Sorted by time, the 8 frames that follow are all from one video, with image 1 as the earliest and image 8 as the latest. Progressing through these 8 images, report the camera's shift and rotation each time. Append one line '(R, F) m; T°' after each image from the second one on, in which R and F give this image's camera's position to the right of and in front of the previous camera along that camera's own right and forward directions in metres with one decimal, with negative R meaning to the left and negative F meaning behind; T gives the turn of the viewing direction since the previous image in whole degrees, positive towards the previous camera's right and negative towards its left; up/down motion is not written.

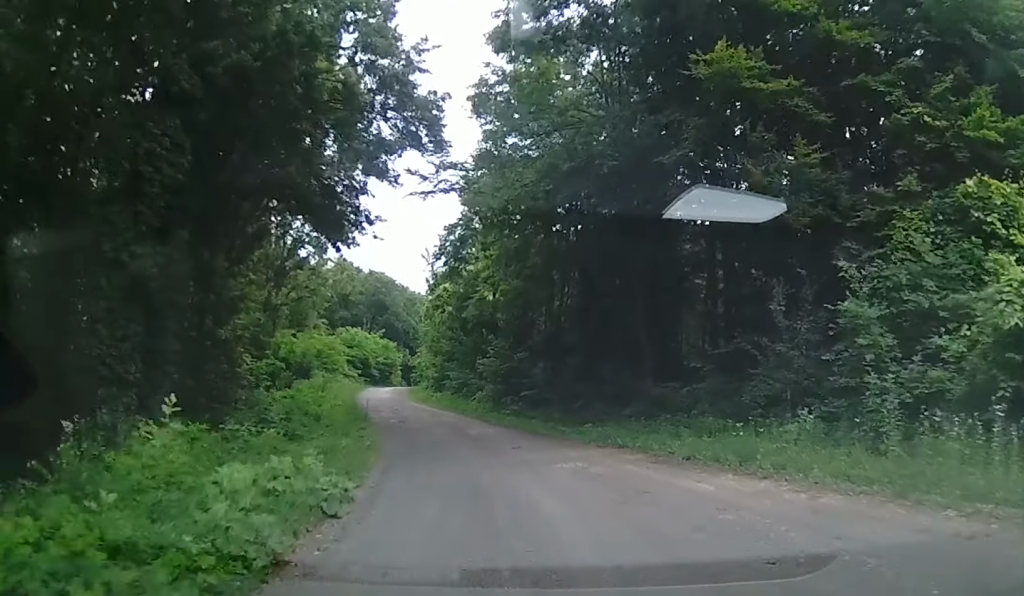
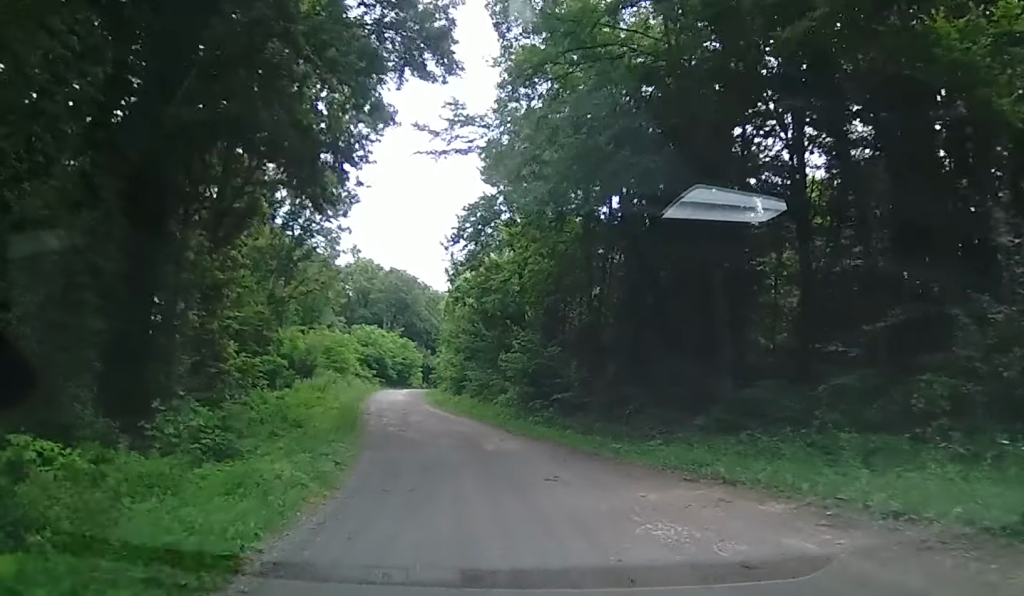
(-0.2, +6.2) m; -2°
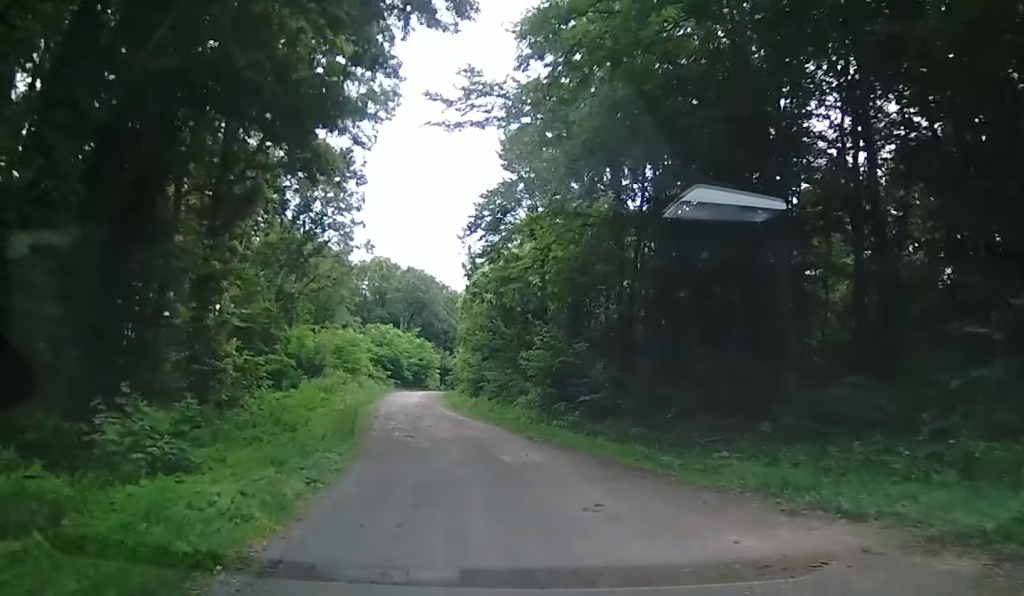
(-0.2, +2.9) m; 0°
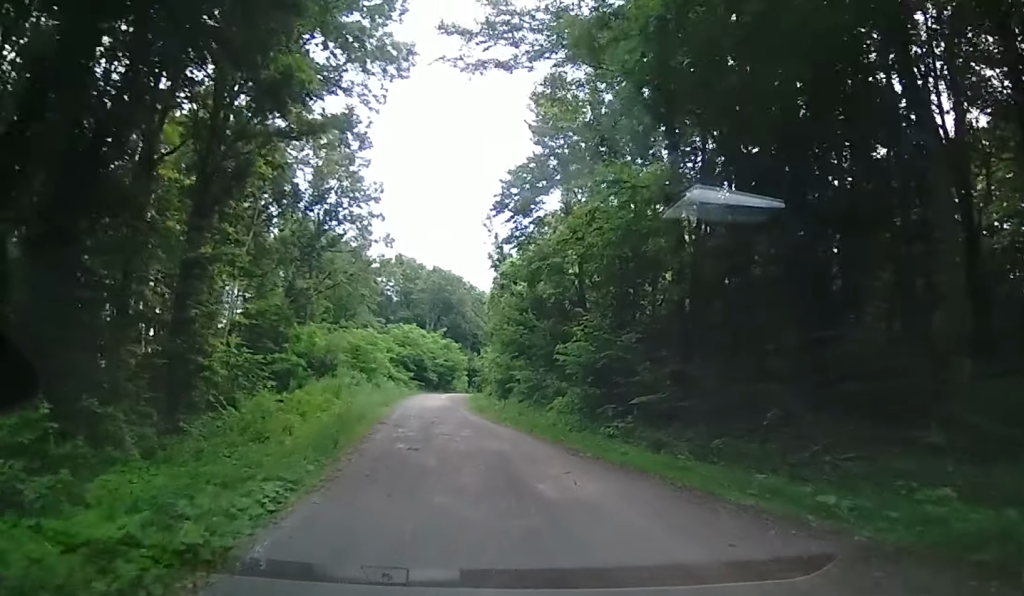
(+0.2, +4.8) m; +3°
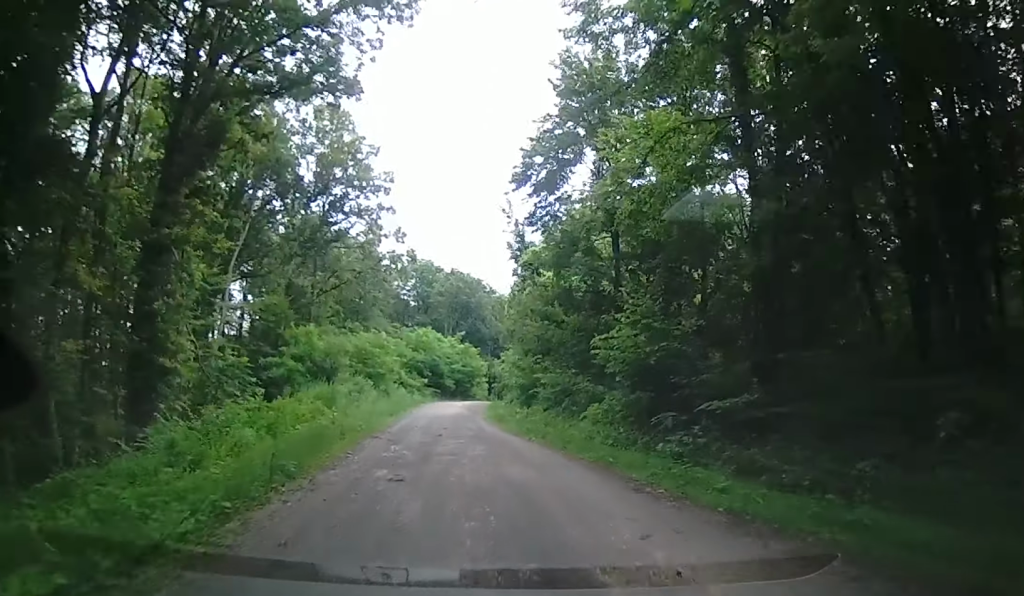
(+0.2, +4.9) m; +1°
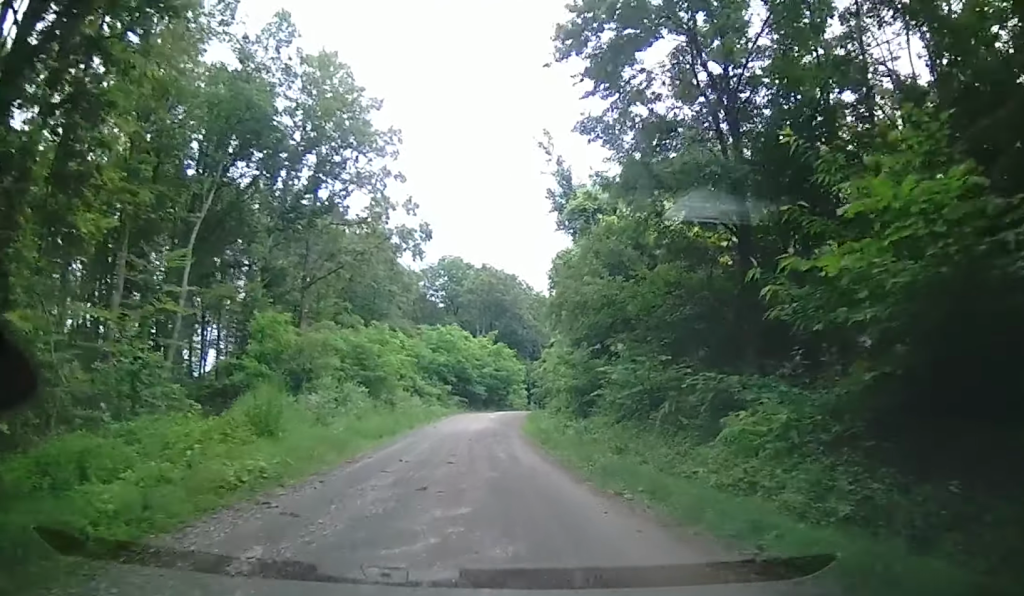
(-0.4, +11.6) m; -4°
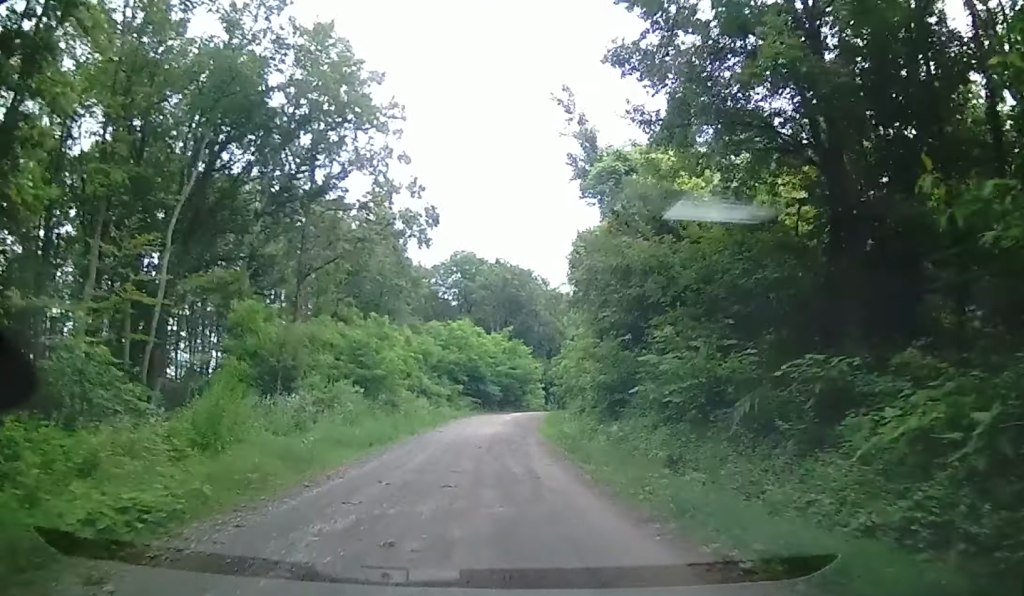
(-0.1, +4.4) m; -1°
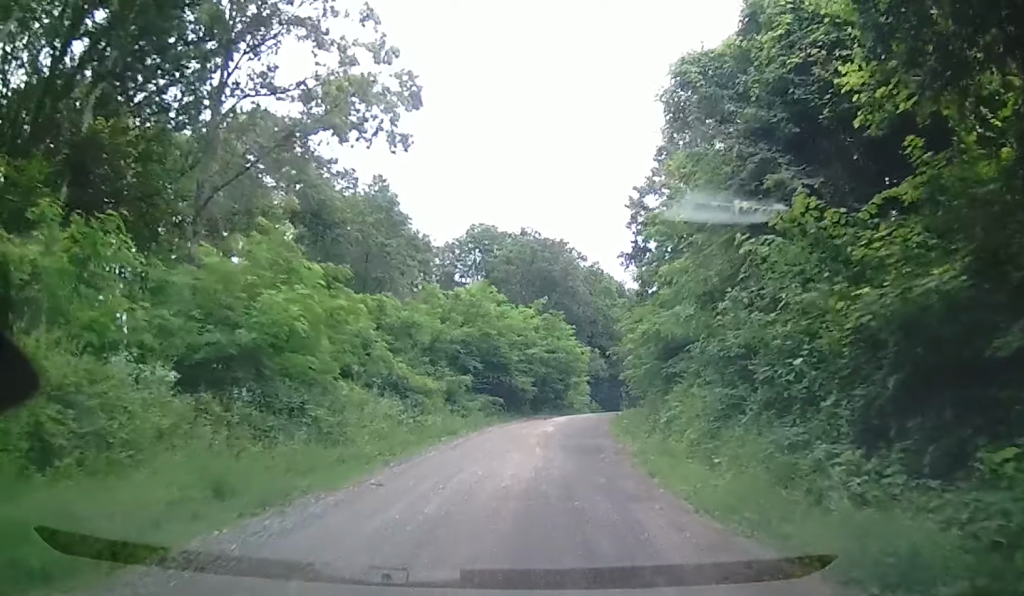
(-0.3, +18.1) m; +1°
